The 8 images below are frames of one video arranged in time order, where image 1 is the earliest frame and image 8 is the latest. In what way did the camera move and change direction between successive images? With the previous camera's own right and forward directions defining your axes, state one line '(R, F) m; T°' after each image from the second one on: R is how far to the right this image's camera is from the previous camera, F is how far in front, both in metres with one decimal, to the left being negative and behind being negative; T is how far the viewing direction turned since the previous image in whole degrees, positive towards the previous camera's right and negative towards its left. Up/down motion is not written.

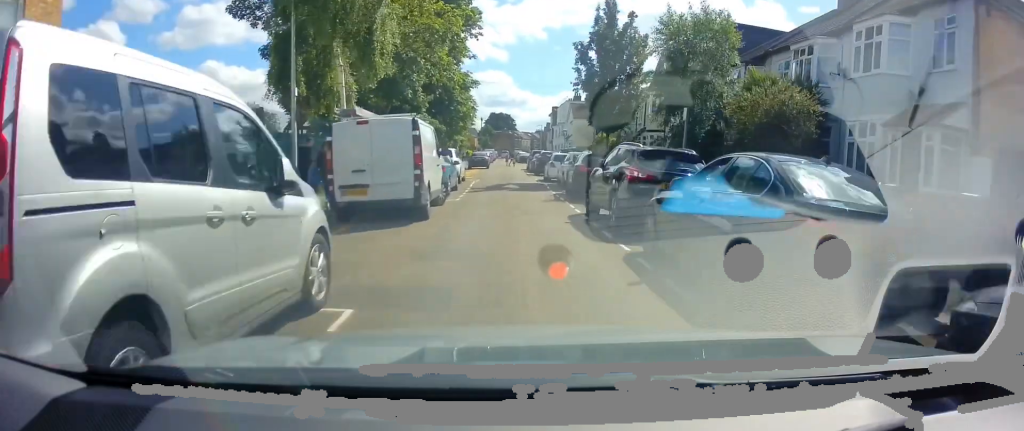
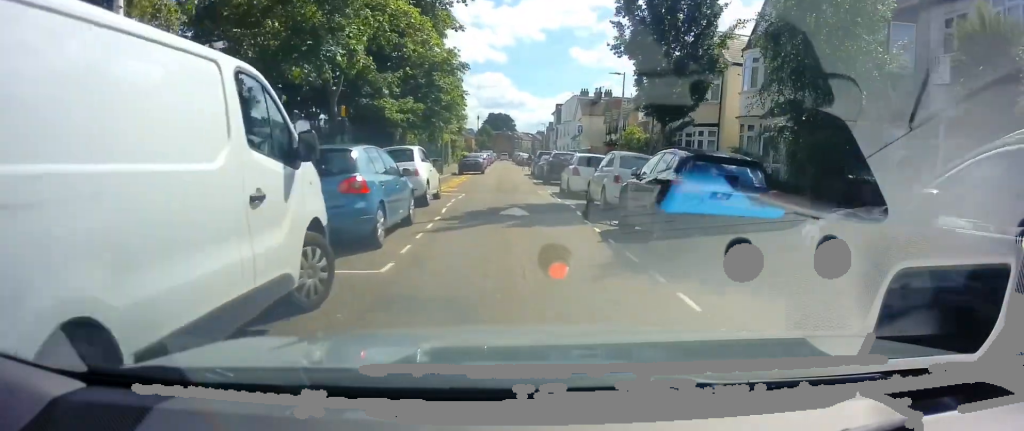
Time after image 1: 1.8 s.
(+0.1, +10.1) m; +1°
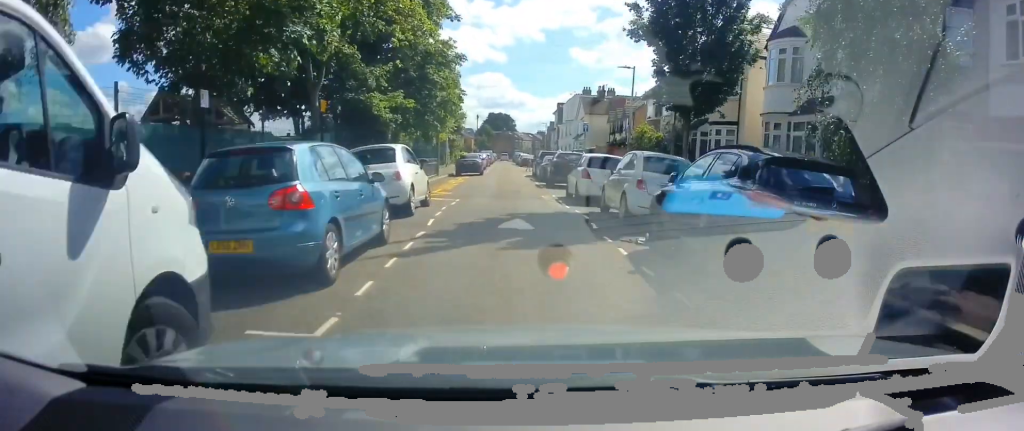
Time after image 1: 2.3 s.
(0.0, +2.4) m; +1°
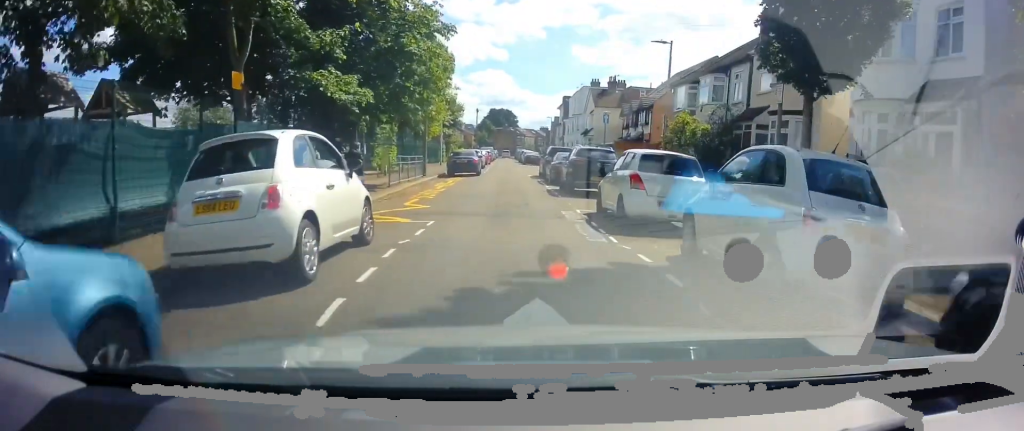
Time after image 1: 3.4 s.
(+0.1, +6.0) m; 0°
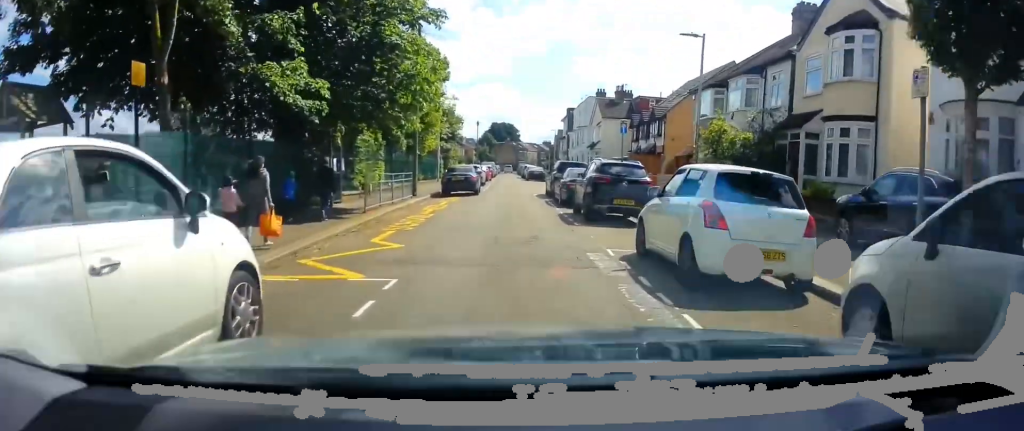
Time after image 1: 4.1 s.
(-0.1, +3.8) m; 0°
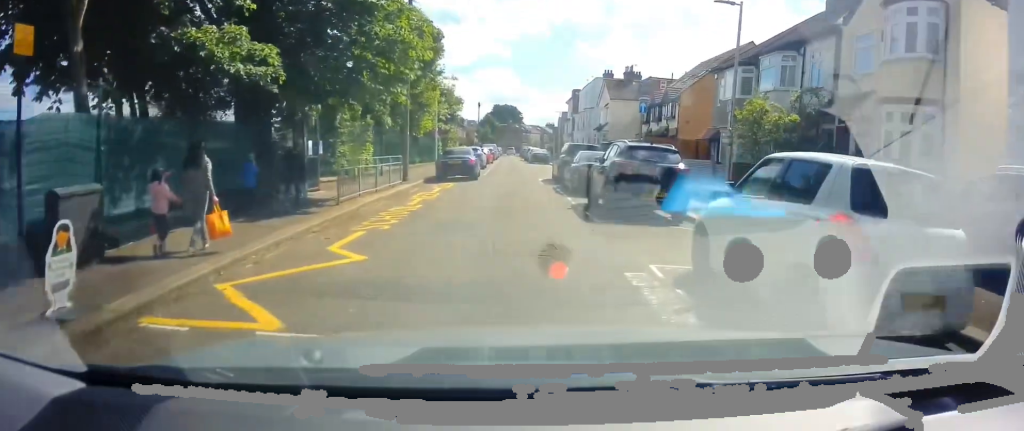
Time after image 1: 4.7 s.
(0.0, +2.9) m; -1°
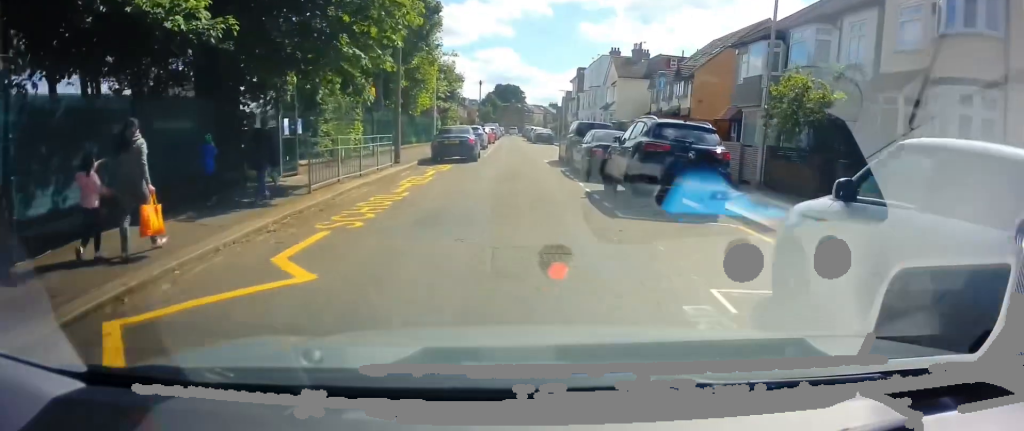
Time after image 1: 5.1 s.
(+0.1, +2.2) m; -1°
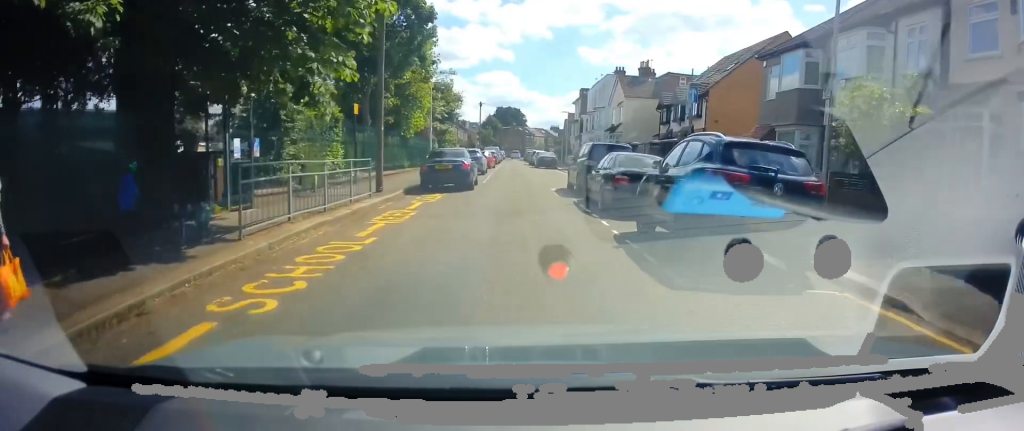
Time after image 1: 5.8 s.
(-0.1, +3.4) m; -1°
